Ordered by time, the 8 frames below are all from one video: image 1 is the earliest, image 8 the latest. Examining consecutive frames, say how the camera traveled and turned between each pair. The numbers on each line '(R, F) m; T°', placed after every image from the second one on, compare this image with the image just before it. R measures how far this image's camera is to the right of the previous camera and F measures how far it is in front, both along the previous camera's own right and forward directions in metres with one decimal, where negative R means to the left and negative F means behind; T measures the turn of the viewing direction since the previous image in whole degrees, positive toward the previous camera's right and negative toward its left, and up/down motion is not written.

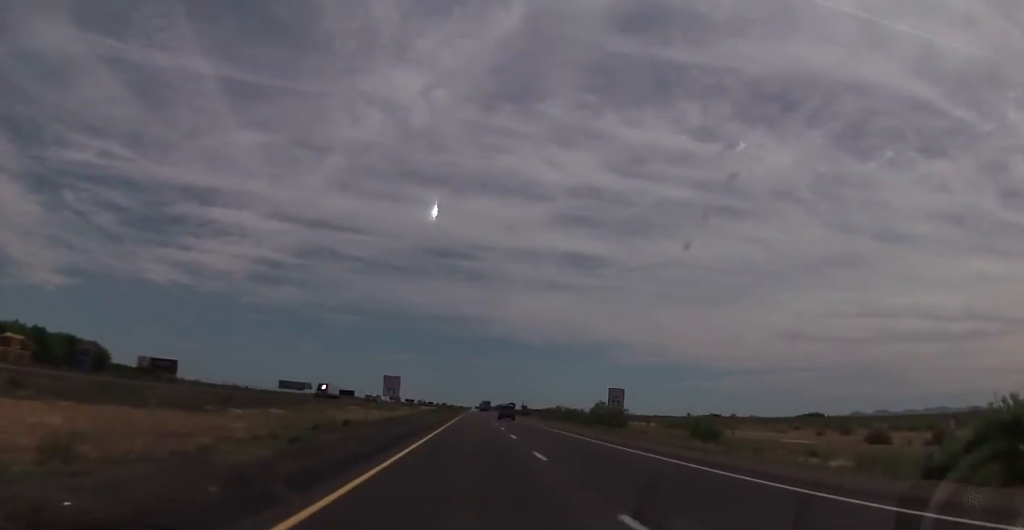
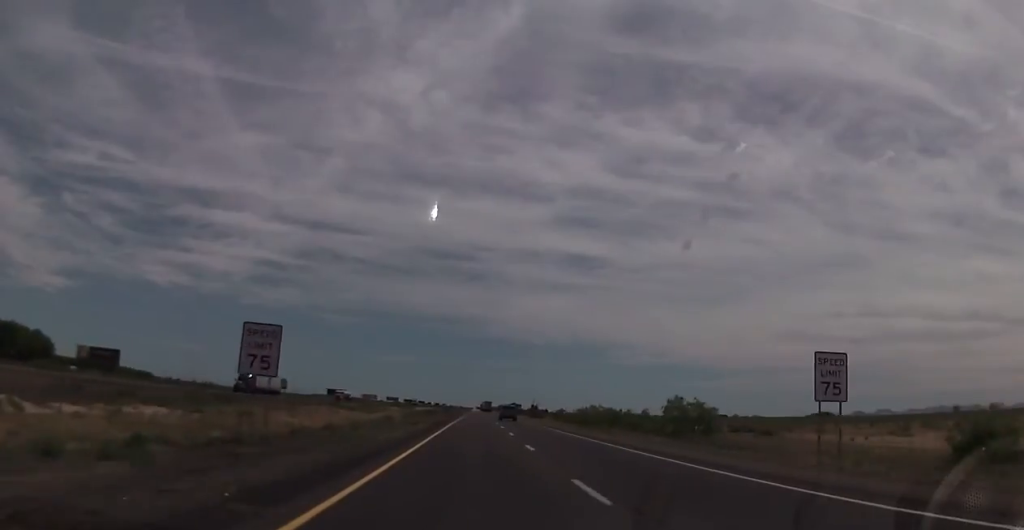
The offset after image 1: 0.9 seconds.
(0.0, +32.1) m; 0°
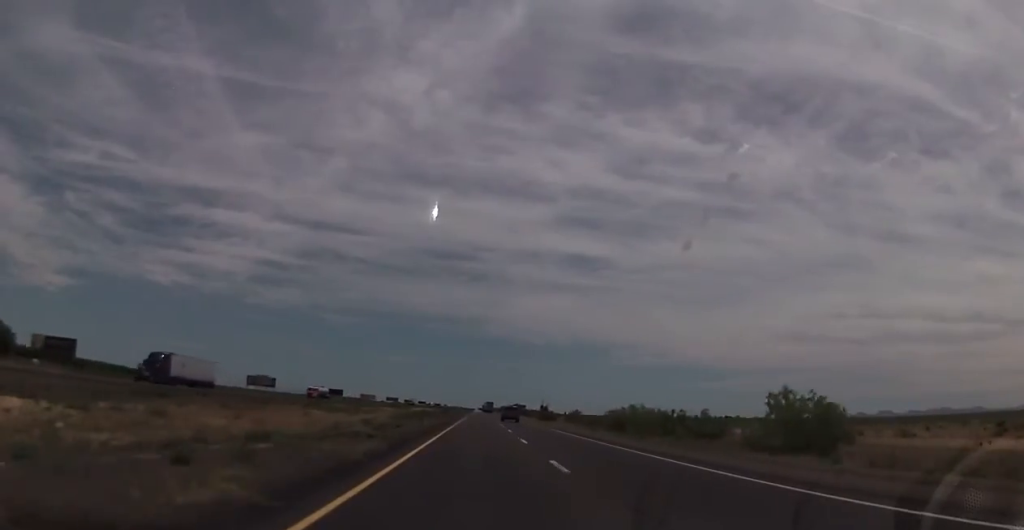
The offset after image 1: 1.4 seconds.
(0.0, +19.0) m; 0°
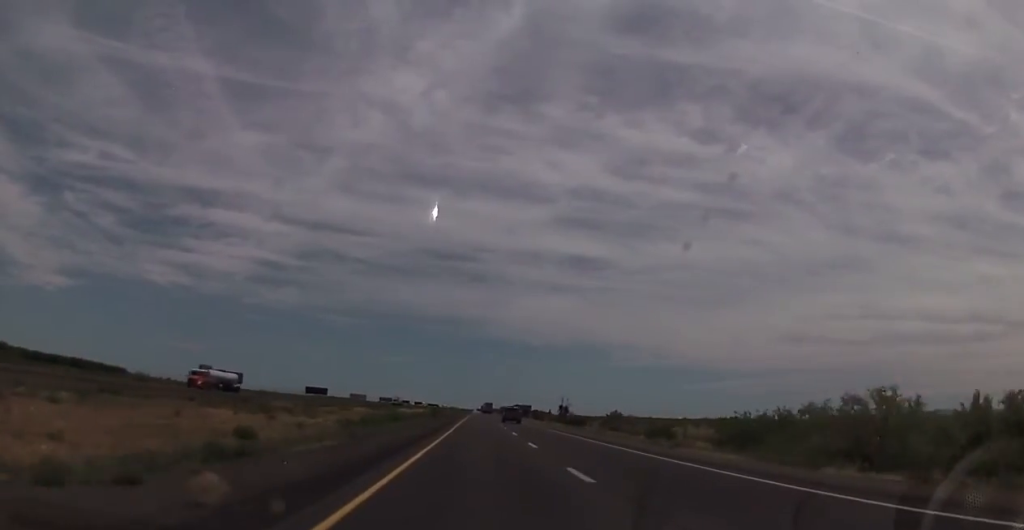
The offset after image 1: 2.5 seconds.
(-0.1, +38.2) m; 0°
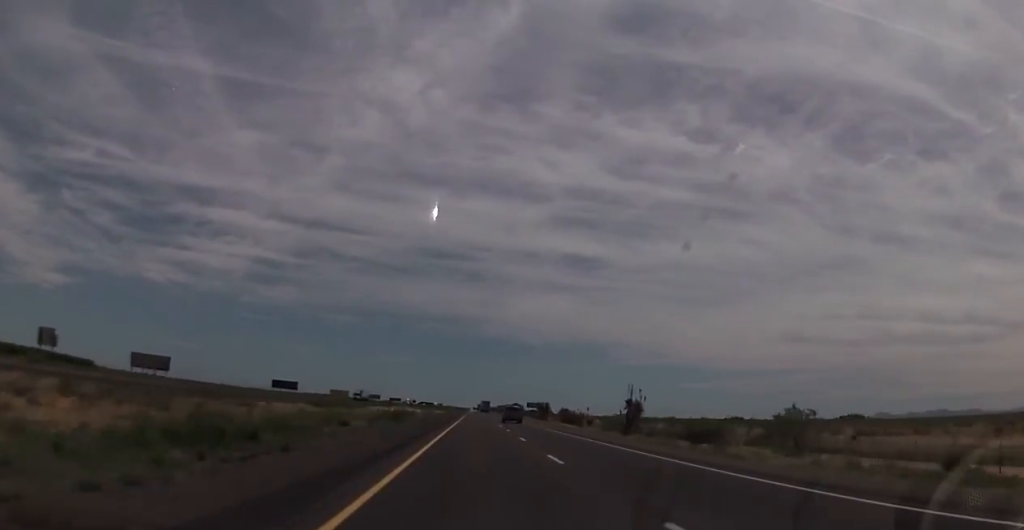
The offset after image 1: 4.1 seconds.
(-0.1, +56.3) m; 0°
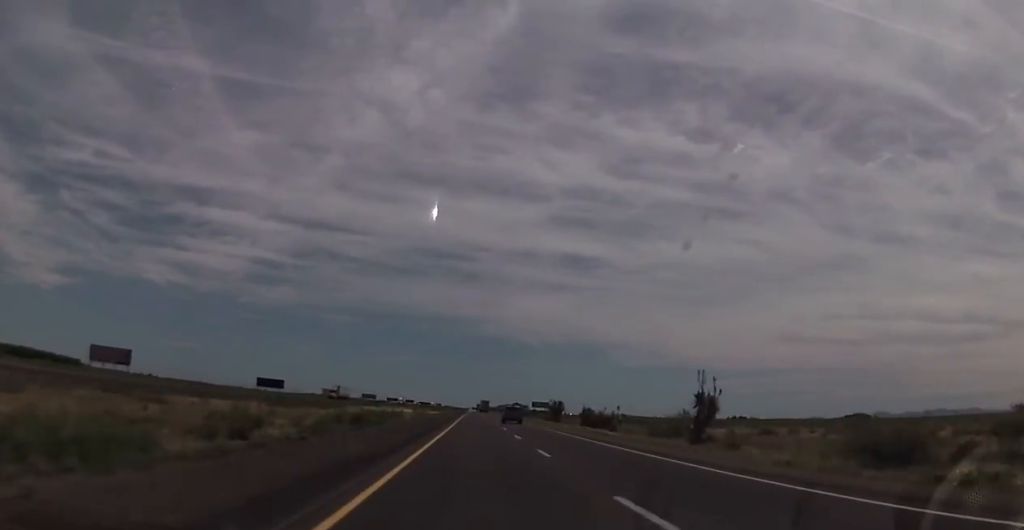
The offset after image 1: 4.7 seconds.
(0.0, +21.7) m; 0°
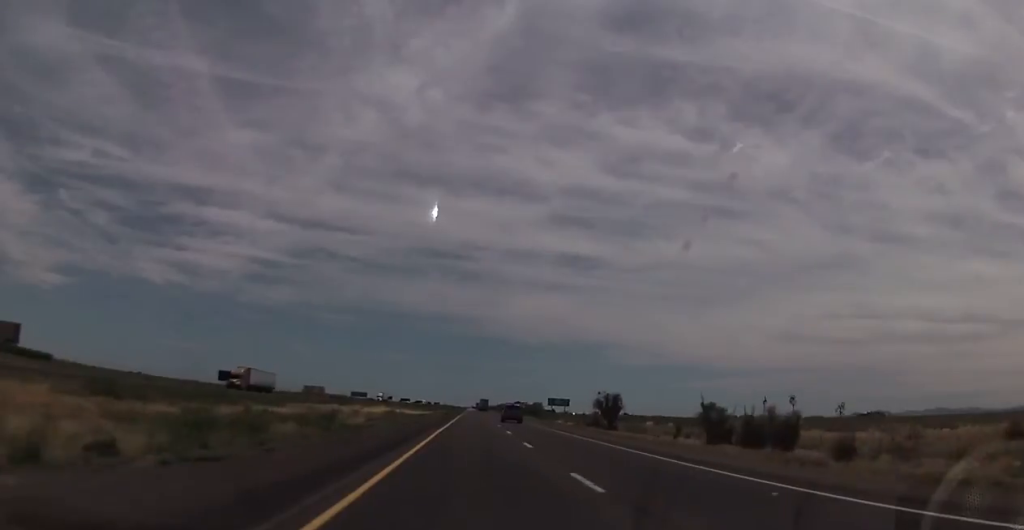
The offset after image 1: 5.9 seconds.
(+0.1, +44.7) m; 0°
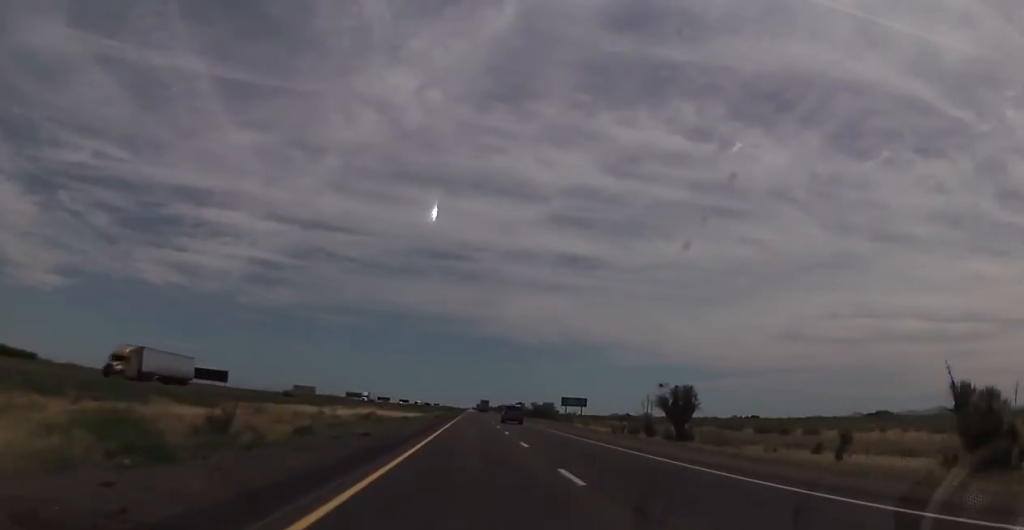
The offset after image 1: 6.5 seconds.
(0.0, +23.0) m; 0°
